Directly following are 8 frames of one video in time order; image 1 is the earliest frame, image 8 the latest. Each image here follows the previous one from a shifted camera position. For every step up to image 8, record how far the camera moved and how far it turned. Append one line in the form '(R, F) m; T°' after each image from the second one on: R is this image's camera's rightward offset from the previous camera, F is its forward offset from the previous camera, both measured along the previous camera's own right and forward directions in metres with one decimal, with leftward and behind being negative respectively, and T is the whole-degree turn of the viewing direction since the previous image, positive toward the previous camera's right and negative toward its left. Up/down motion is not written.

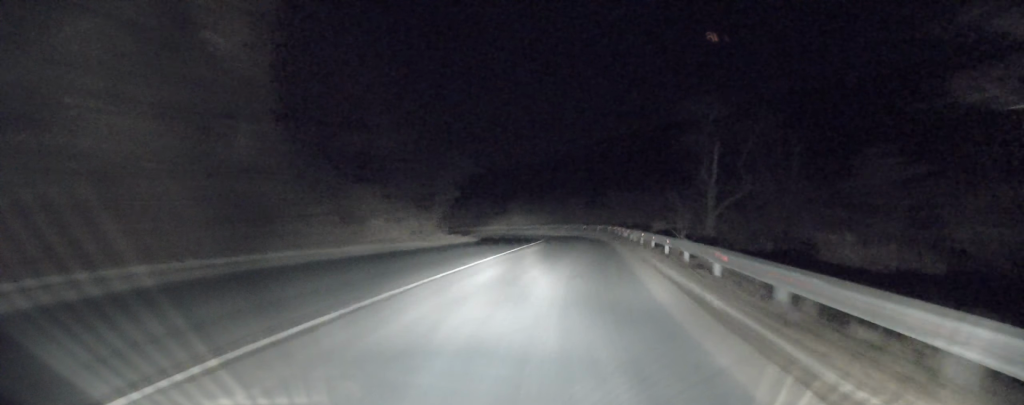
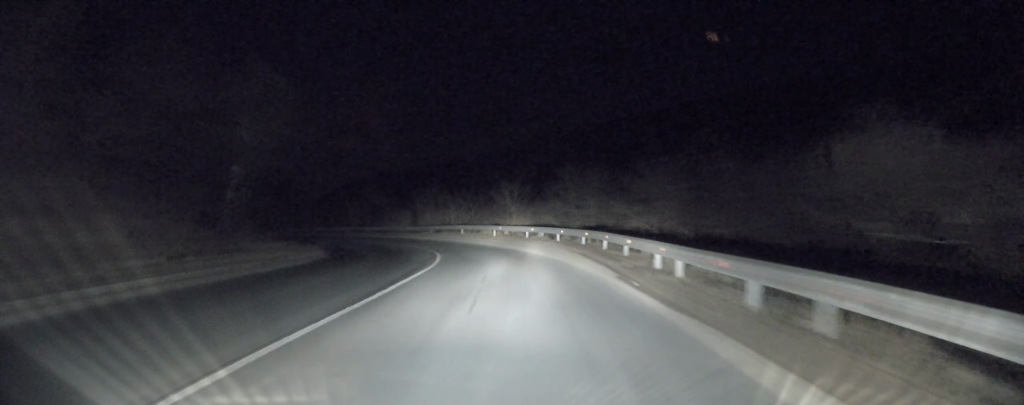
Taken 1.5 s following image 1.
(+2.9, +28.1) m; +7°
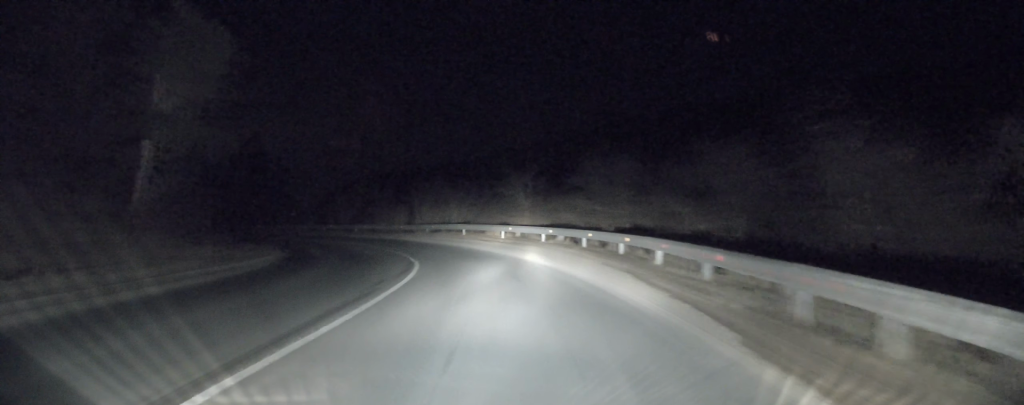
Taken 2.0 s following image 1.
(0.0, +7.5) m; -1°
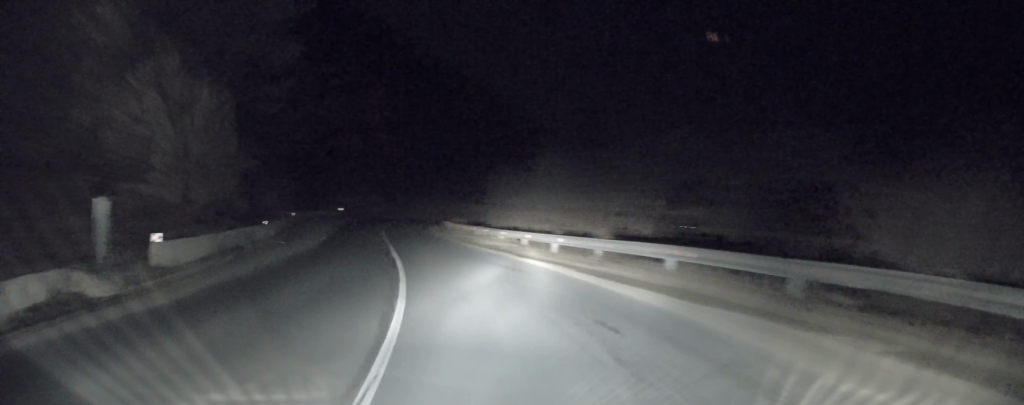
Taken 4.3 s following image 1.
(-6.7, +34.9) m; -29°
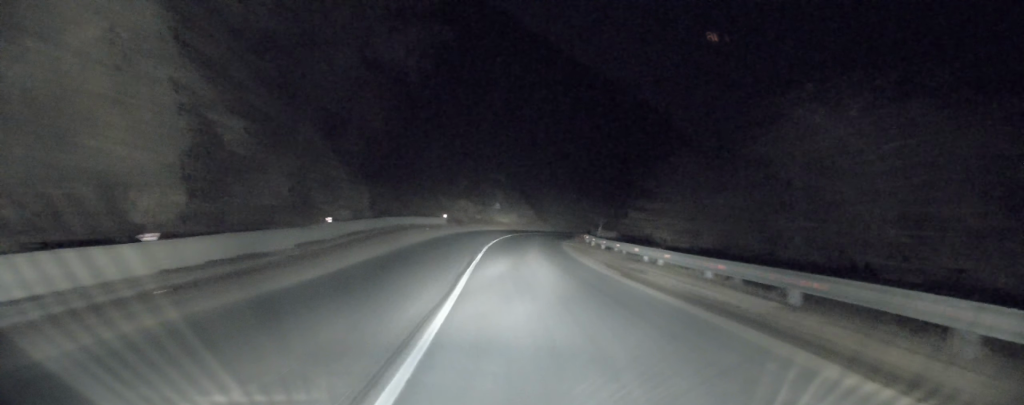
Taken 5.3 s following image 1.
(-1.9, +14.4) m; -12°
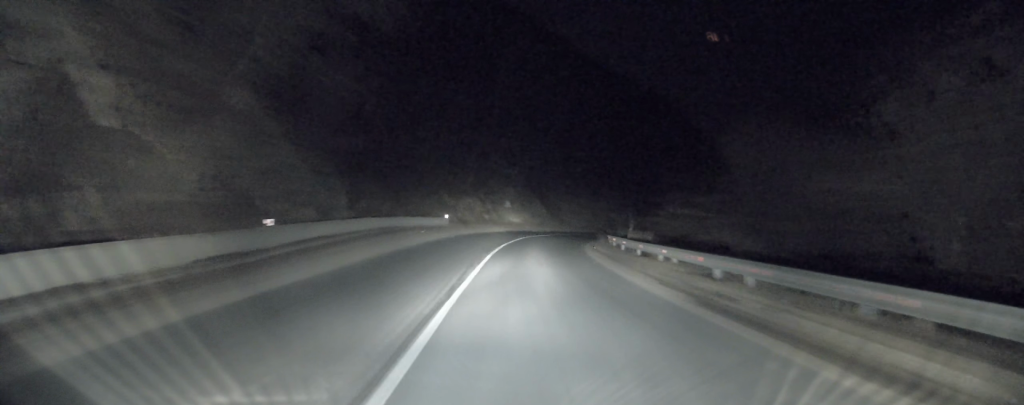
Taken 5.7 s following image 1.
(-0.1, +5.8) m; -4°
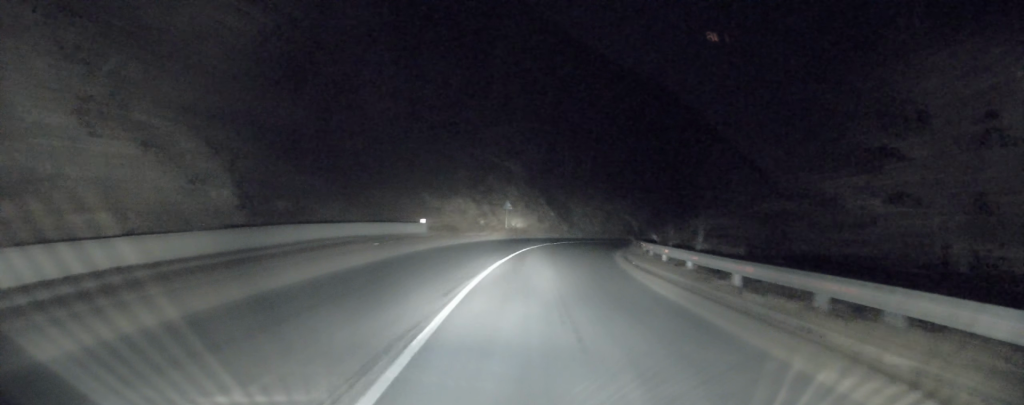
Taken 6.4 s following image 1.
(-0.4, +10.1) m; -3°
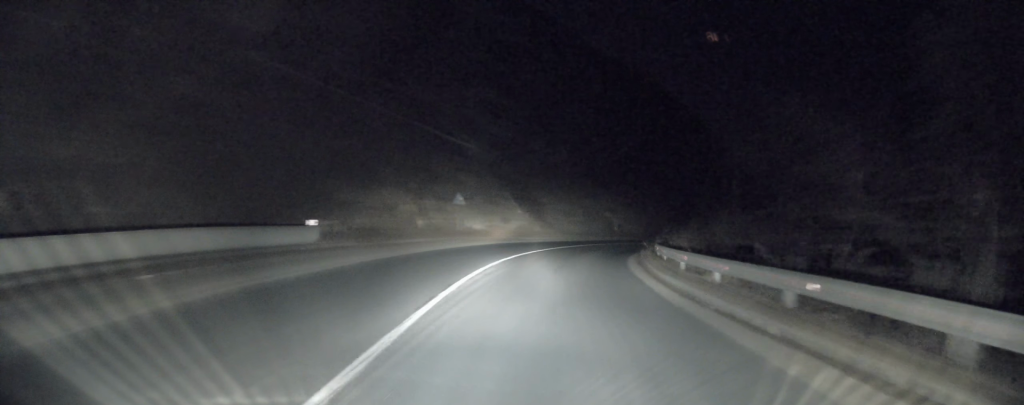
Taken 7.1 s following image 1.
(-0.3, +11.7) m; 0°
